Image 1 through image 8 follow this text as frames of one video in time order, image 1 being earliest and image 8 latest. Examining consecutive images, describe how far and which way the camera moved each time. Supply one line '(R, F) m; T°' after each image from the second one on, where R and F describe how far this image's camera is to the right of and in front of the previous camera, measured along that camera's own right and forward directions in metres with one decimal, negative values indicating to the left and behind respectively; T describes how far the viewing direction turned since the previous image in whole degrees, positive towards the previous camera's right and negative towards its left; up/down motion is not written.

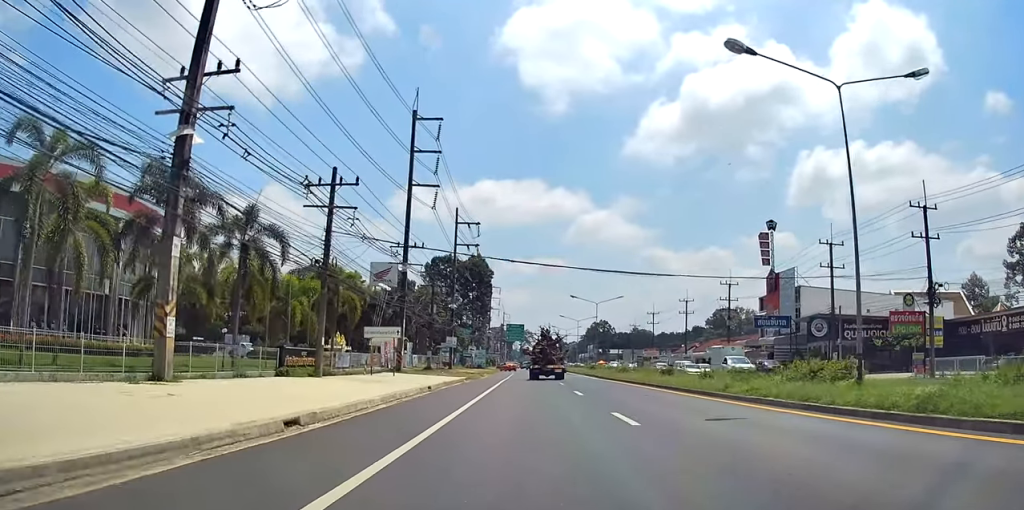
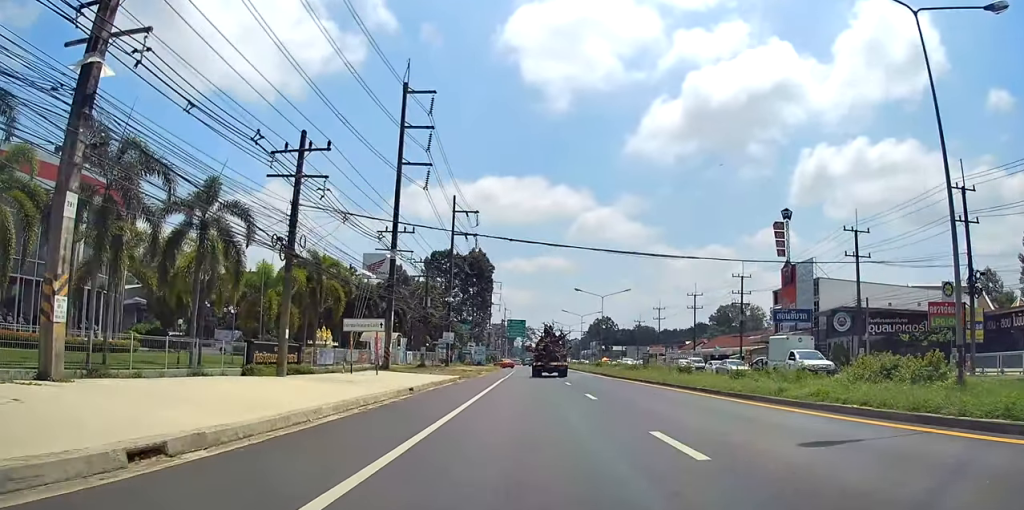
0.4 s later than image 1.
(+0.1, +4.4) m; 0°
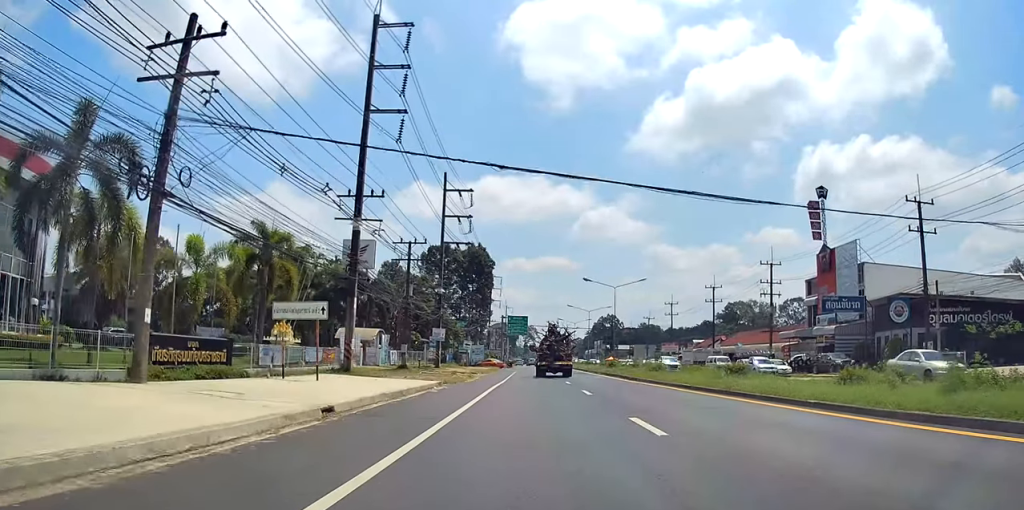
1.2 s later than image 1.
(-0.3, +9.2) m; -2°
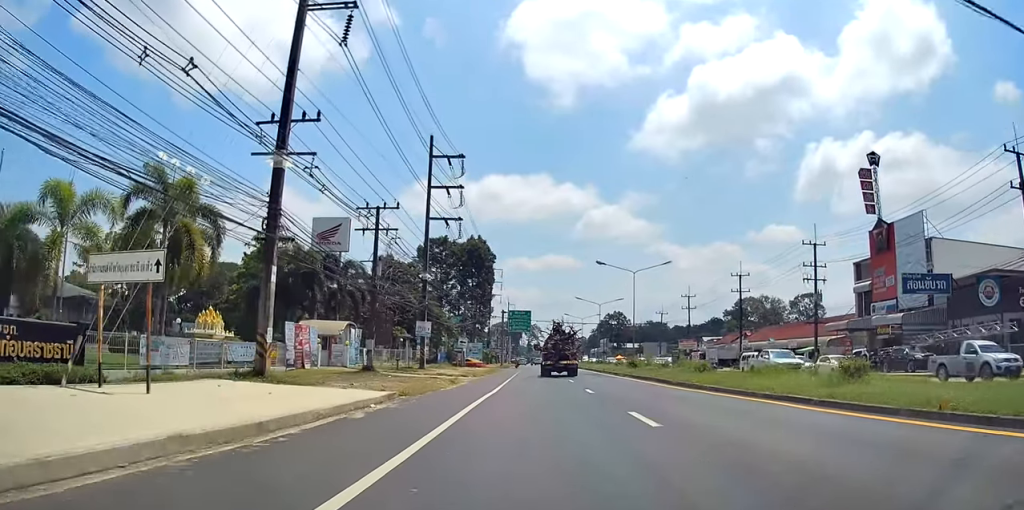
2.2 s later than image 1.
(-0.3, +10.8) m; -2°
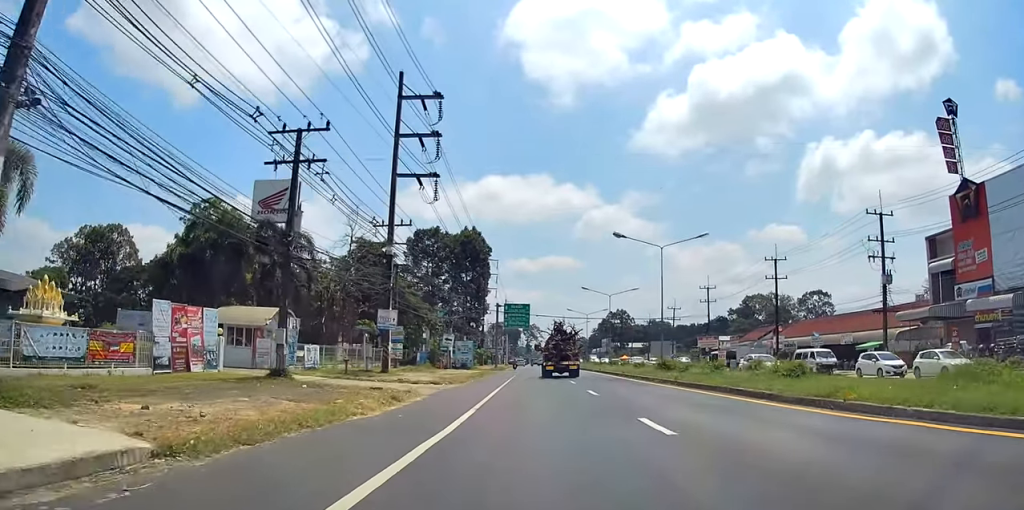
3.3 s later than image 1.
(-0.2, +12.8) m; 0°
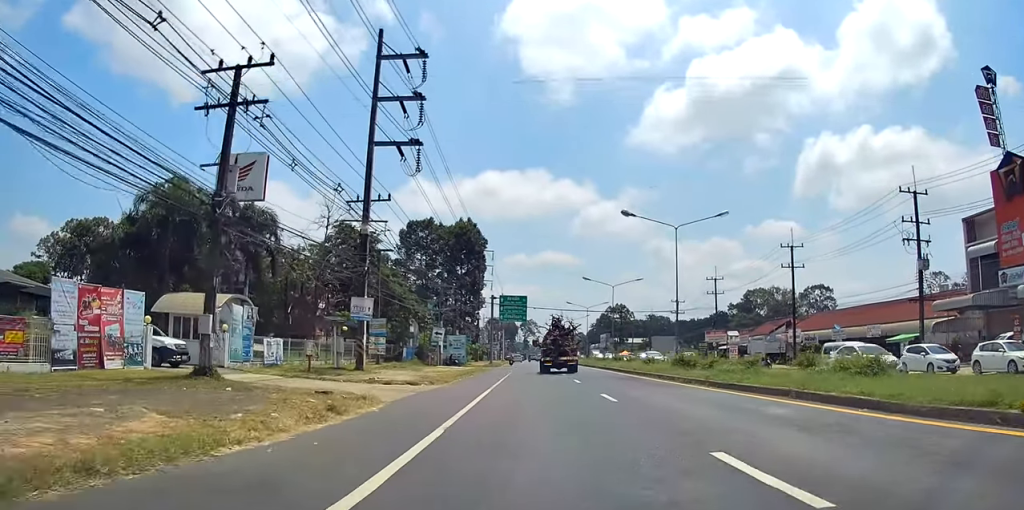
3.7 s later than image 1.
(+0.1, +5.3) m; 0°
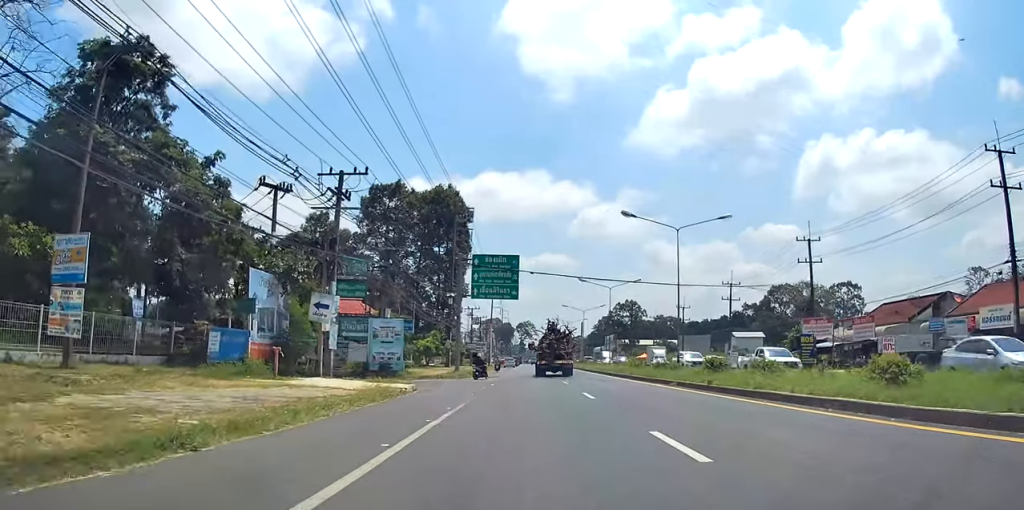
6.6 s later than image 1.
(0.0, +34.3) m; +1°
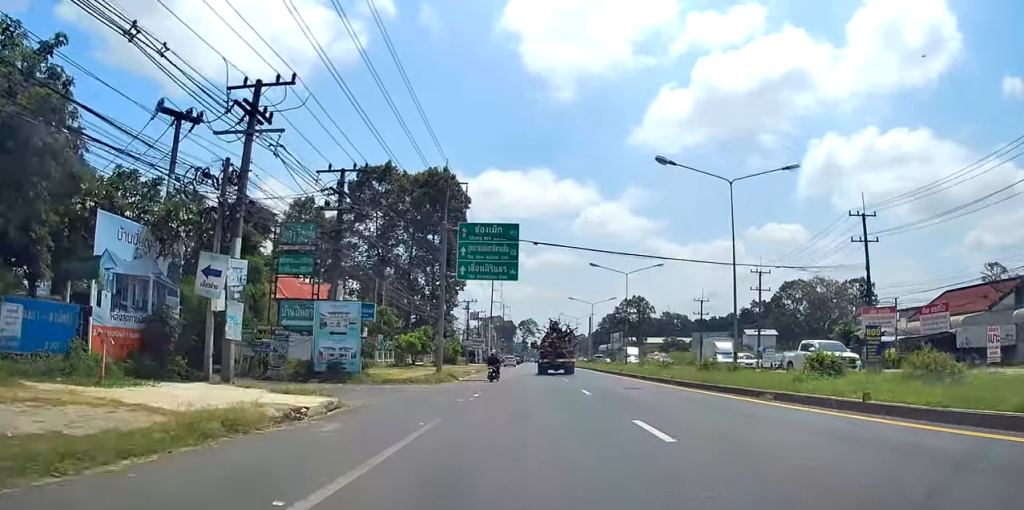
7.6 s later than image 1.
(0.0, +10.4) m; 0°
